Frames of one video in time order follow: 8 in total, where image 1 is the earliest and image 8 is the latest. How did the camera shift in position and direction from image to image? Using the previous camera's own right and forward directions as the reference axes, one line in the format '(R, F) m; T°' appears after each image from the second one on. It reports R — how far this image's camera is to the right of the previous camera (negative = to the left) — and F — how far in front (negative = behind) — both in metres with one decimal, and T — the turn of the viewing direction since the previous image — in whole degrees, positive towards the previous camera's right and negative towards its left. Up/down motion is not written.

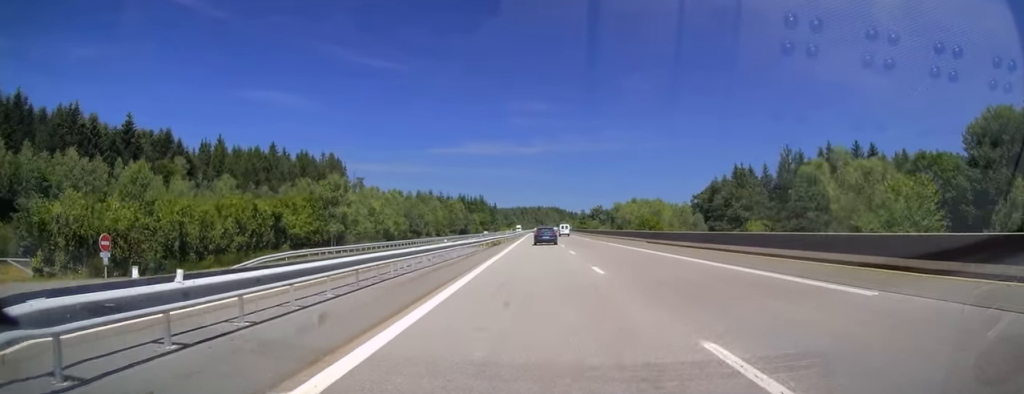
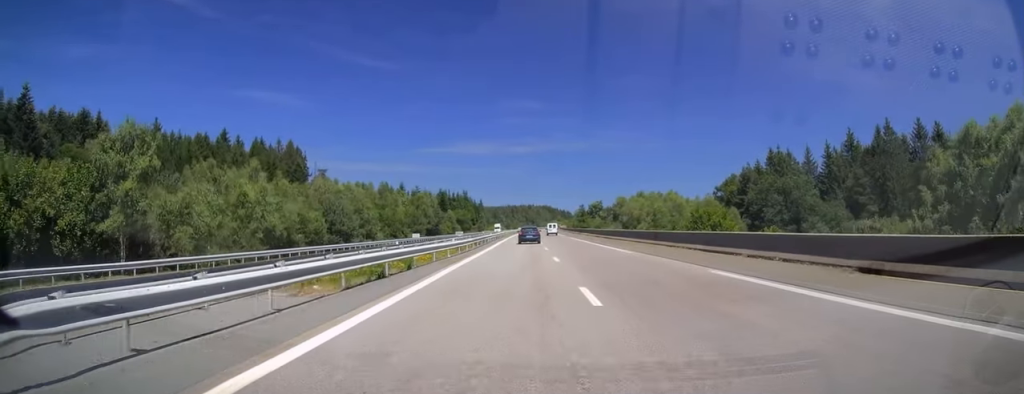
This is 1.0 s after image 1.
(+0.1, +32.3) m; +1°
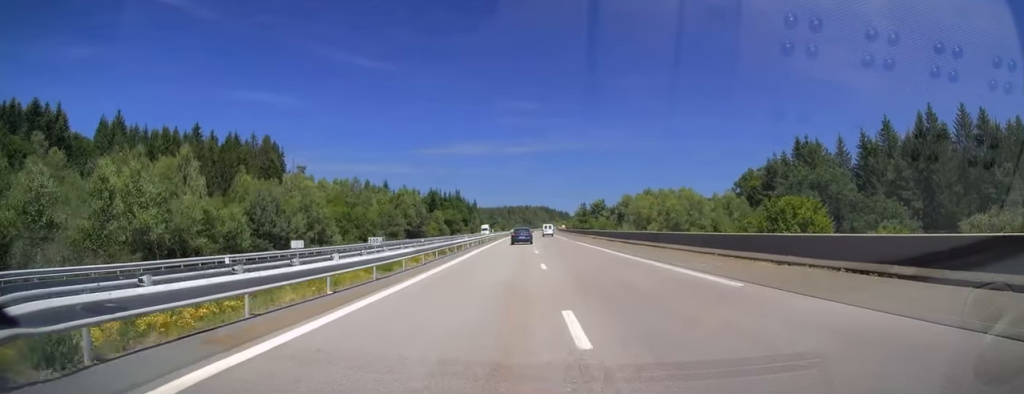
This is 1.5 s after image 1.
(+0.1, +16.6) m; 0°
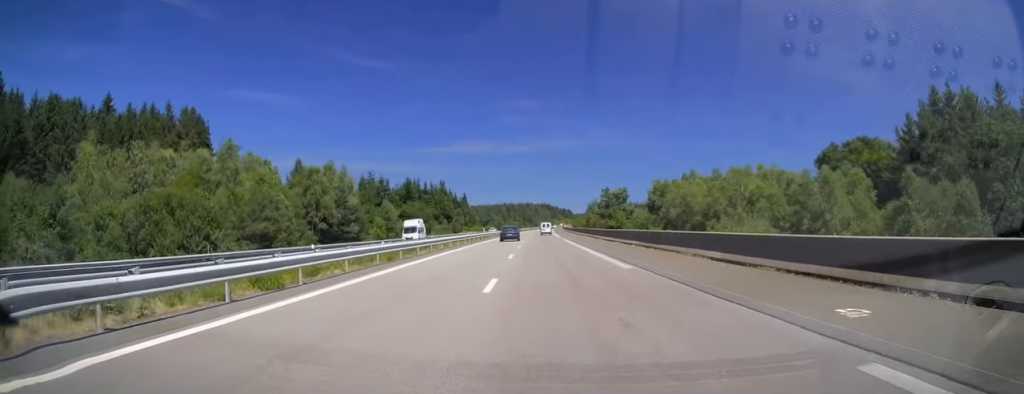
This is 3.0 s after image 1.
(+0.2, +46.7) m; 0°
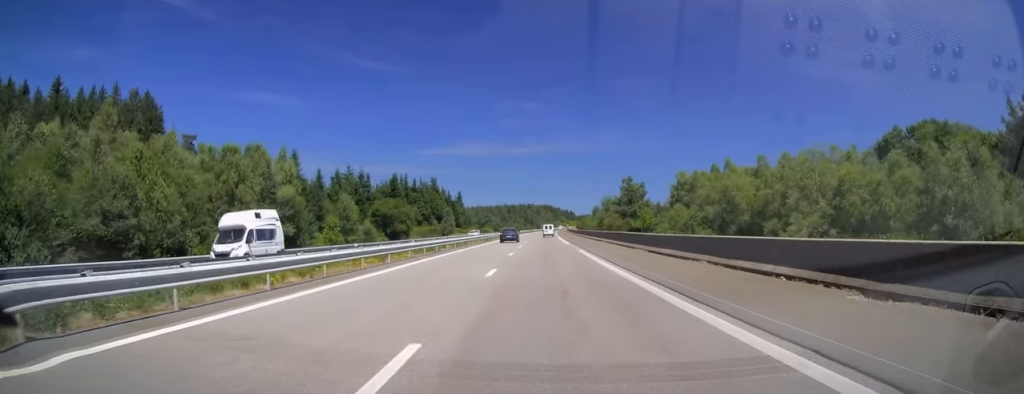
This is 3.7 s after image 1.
(-0.1, +21.2) m; 0°
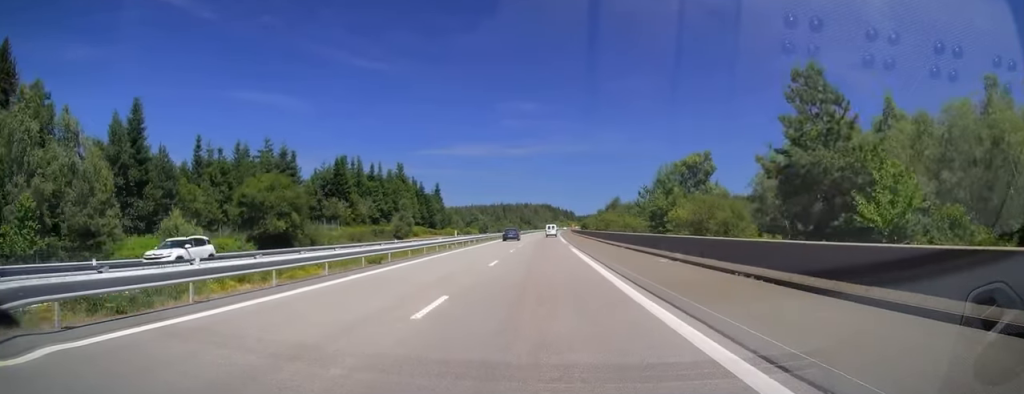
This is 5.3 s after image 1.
(+0.2, +46.5) m; +1°
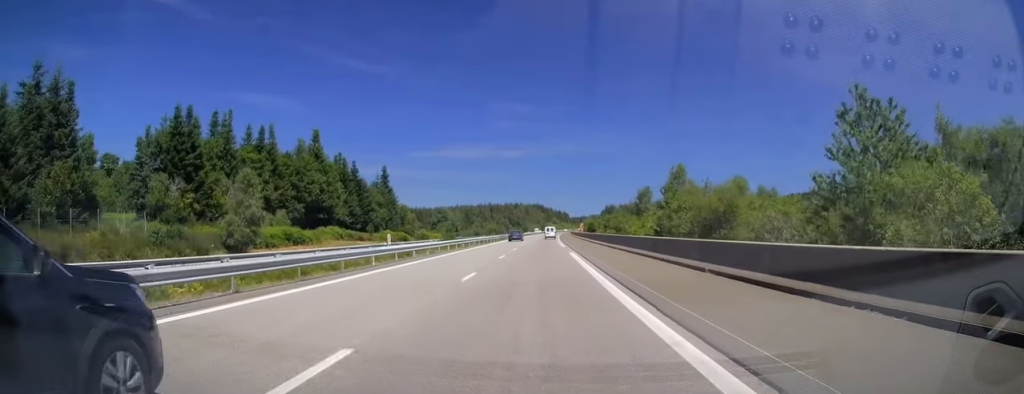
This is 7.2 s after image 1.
(+0.2, +57.6) m; 0°
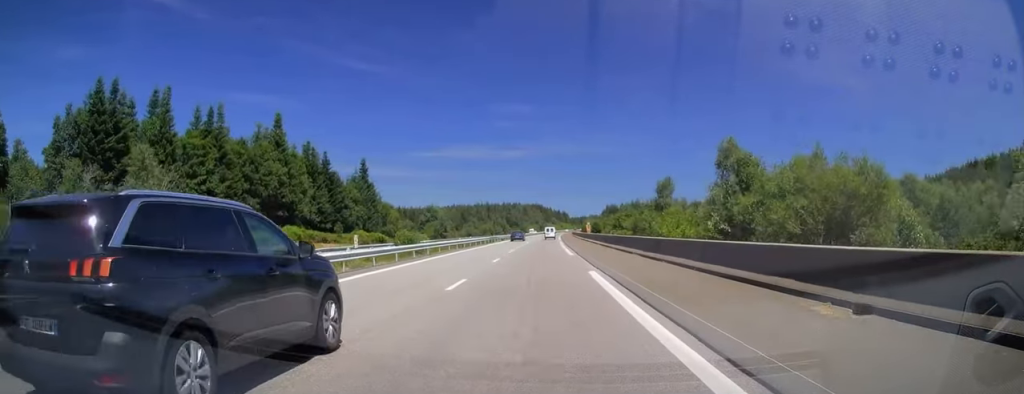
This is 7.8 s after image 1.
(0.0, +15.7) m; 0°
